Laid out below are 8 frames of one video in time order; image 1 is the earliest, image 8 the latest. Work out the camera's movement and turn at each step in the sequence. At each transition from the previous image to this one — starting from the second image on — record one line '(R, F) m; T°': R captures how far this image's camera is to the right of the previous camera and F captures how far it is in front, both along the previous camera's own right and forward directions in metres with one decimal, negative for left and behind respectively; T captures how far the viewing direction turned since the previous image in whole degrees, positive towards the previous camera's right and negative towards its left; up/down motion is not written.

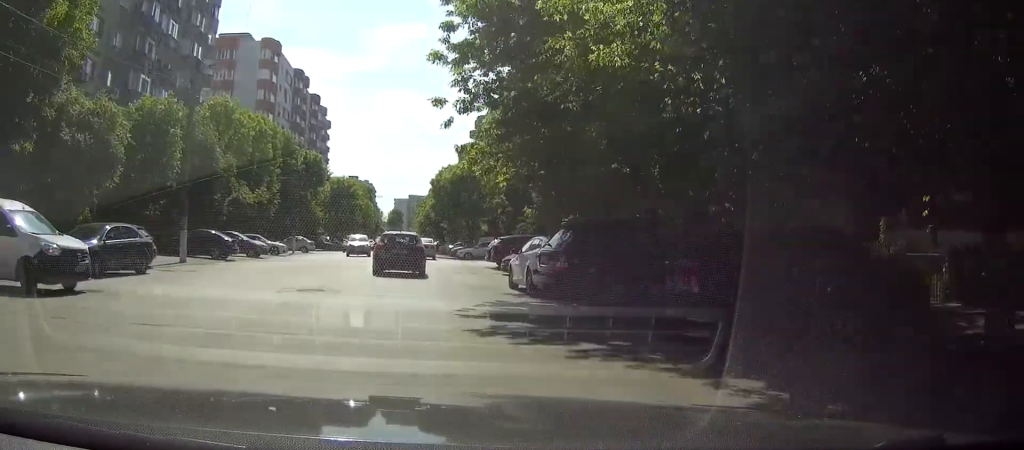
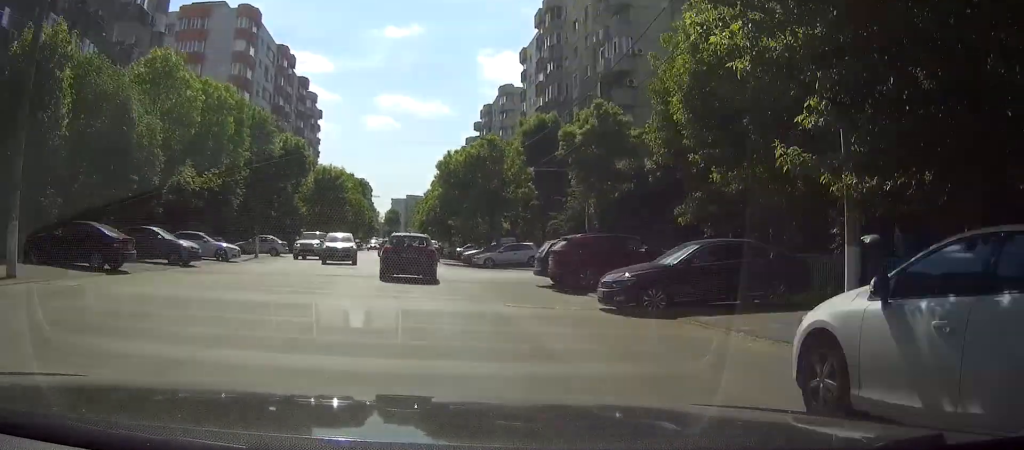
(-0.7, +14.2) m; -3°
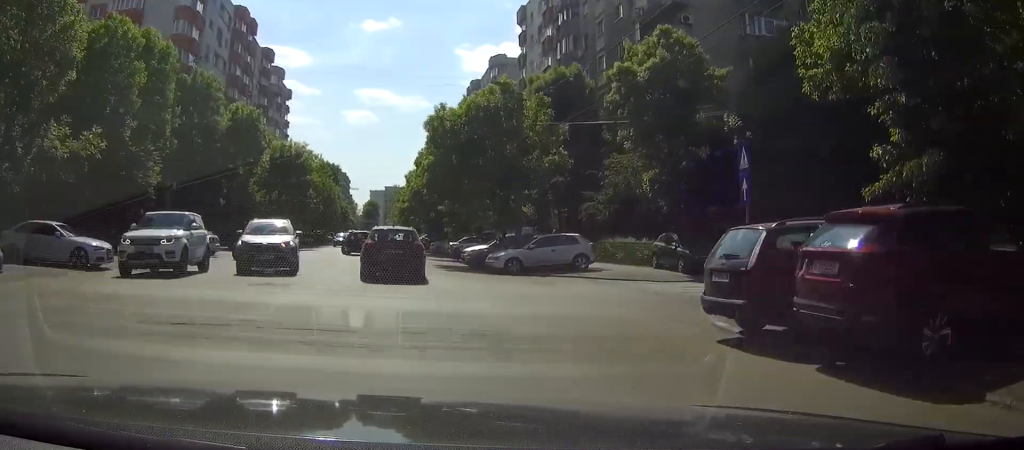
(+0.1, +14.8) m; +3°
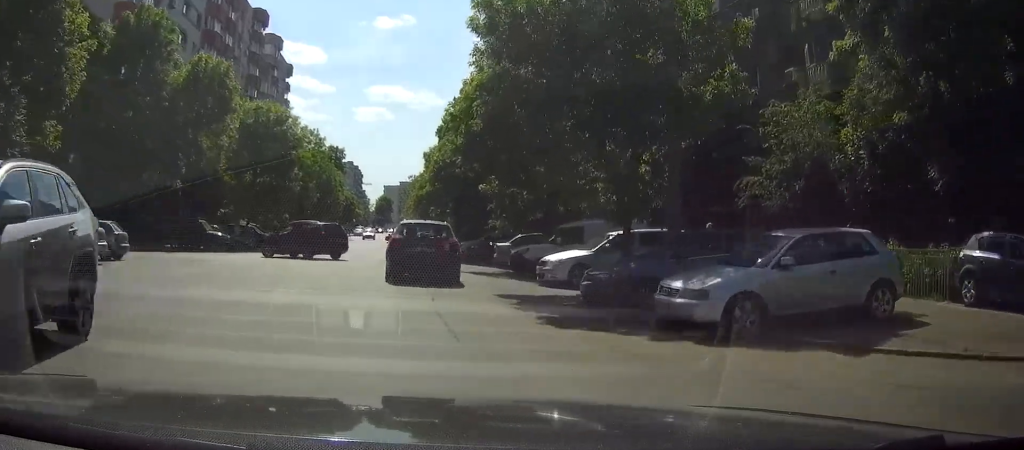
(+0.7, +17.4) m; 0°
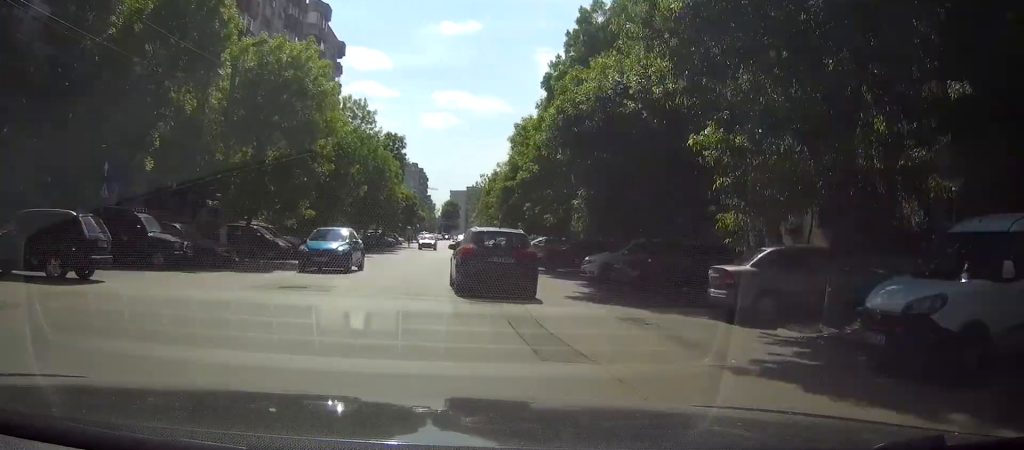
(-1.2, +17.1) m; -5°
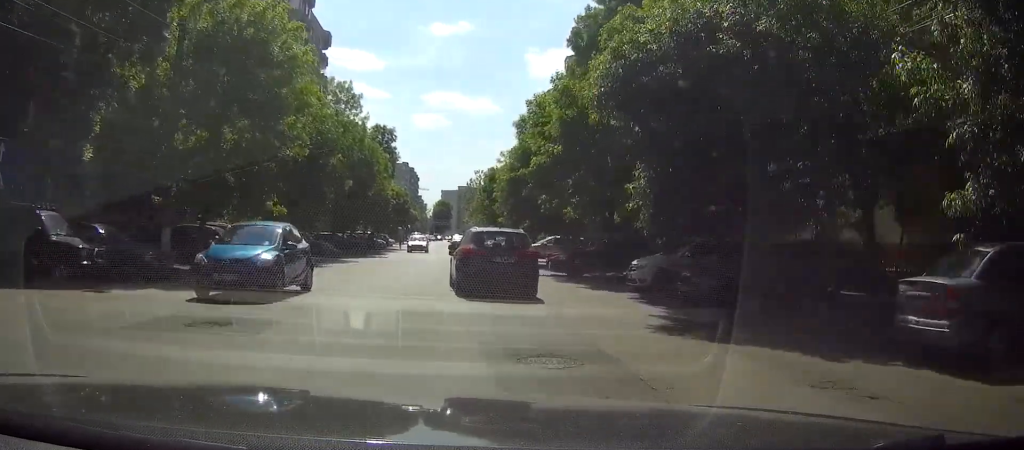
(-0.2, +6.5) m; 0°
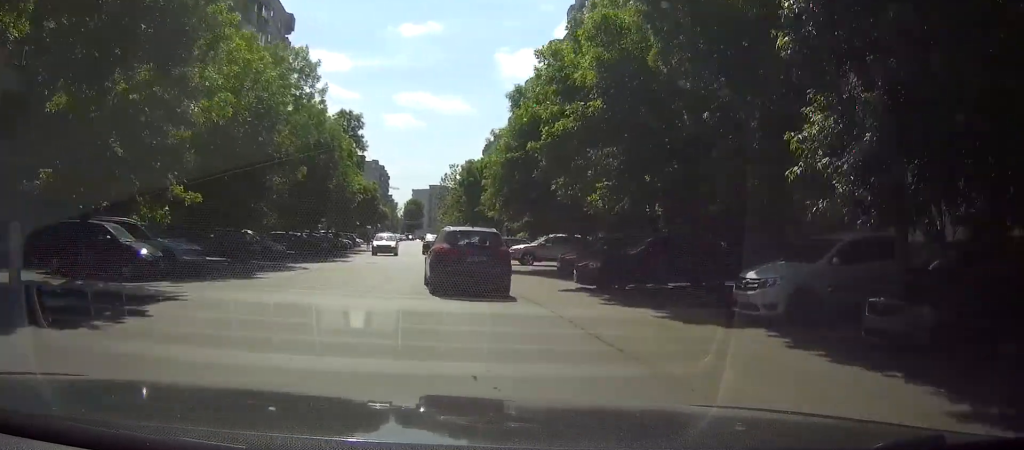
(+0.1, +8.5) m; +1°
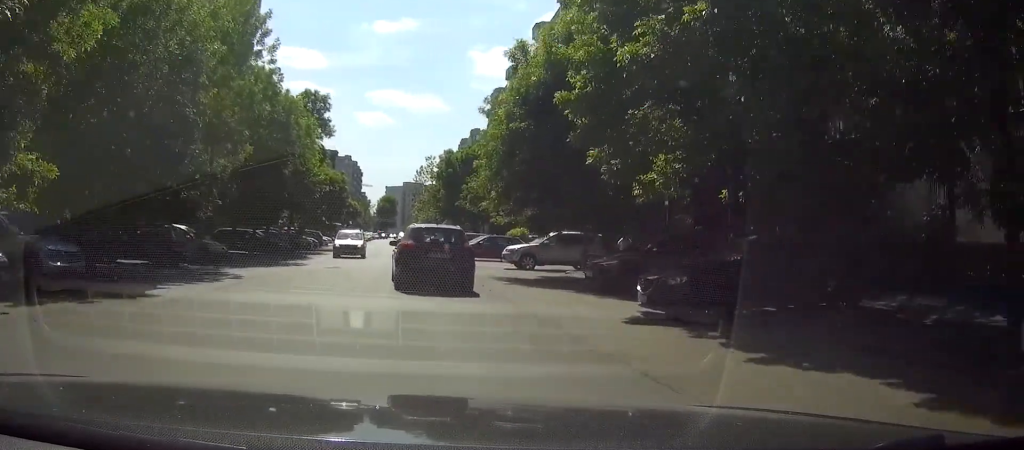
(+0.1, +7.5) m; +1°
